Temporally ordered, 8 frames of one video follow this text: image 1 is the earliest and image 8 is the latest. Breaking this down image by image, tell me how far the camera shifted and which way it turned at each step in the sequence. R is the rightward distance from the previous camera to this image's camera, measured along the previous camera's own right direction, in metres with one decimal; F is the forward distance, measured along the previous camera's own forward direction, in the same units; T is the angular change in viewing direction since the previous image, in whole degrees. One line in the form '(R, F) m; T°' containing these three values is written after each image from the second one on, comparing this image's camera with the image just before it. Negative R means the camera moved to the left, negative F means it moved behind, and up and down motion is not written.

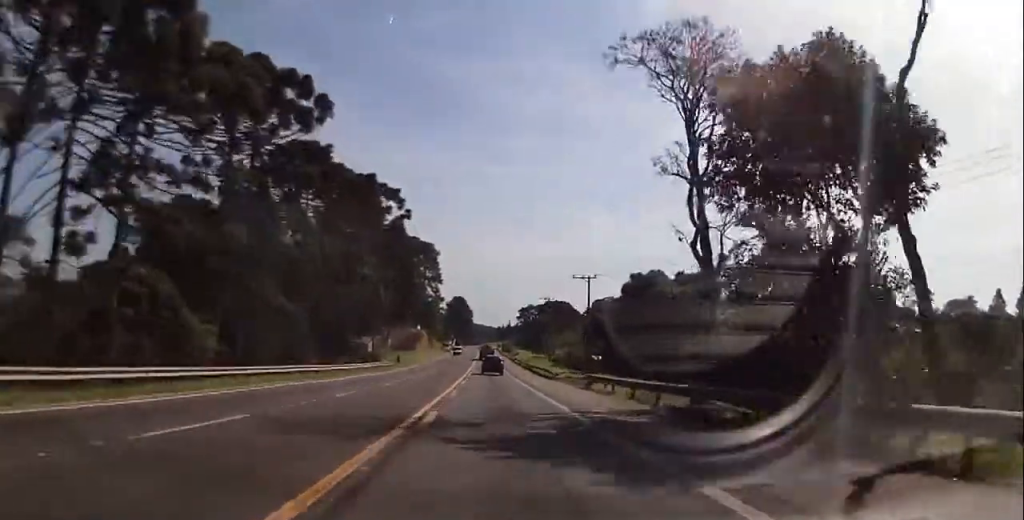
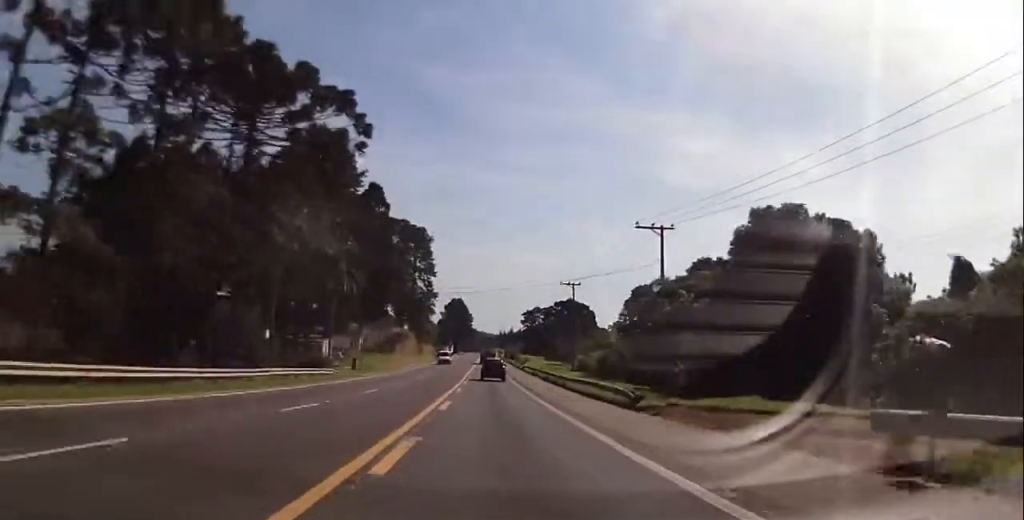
(+0.1, +26.7) m; 0°
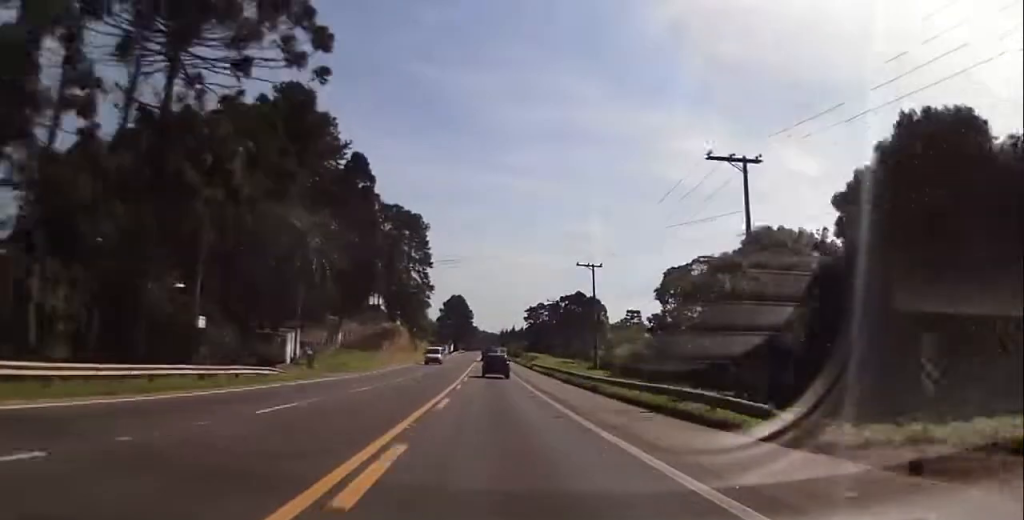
(0.0, +12.9) m; 0°
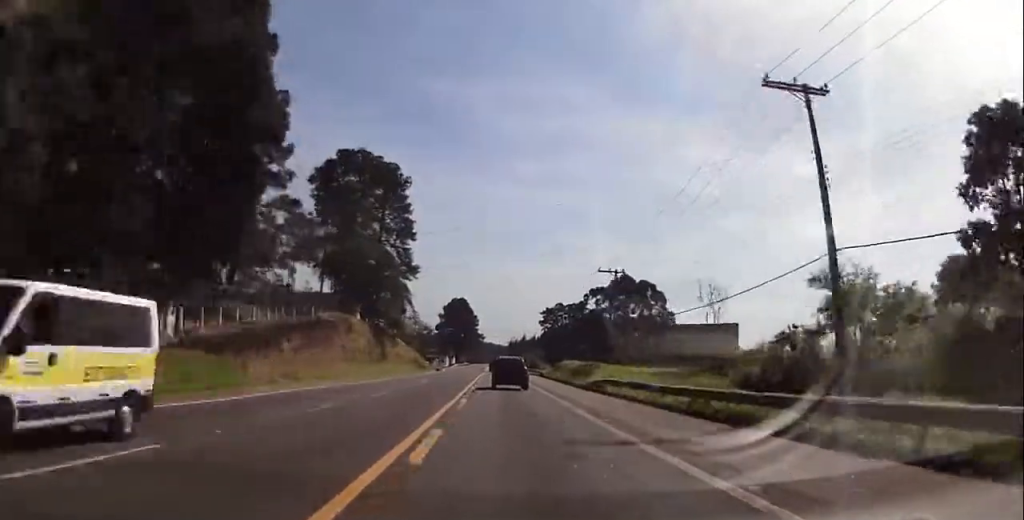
(-0.5, +43.2) m; -1°
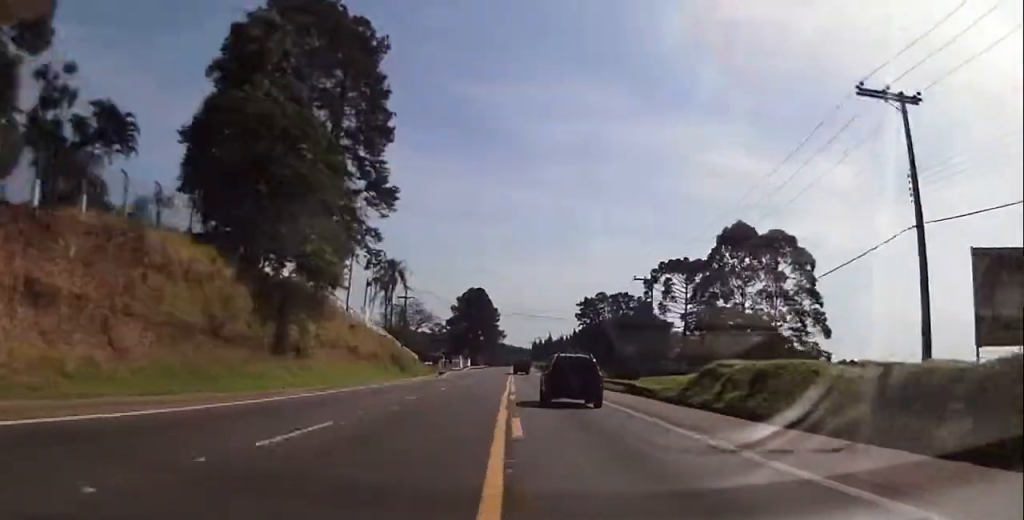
(-0.2, +42.9) m; 0°
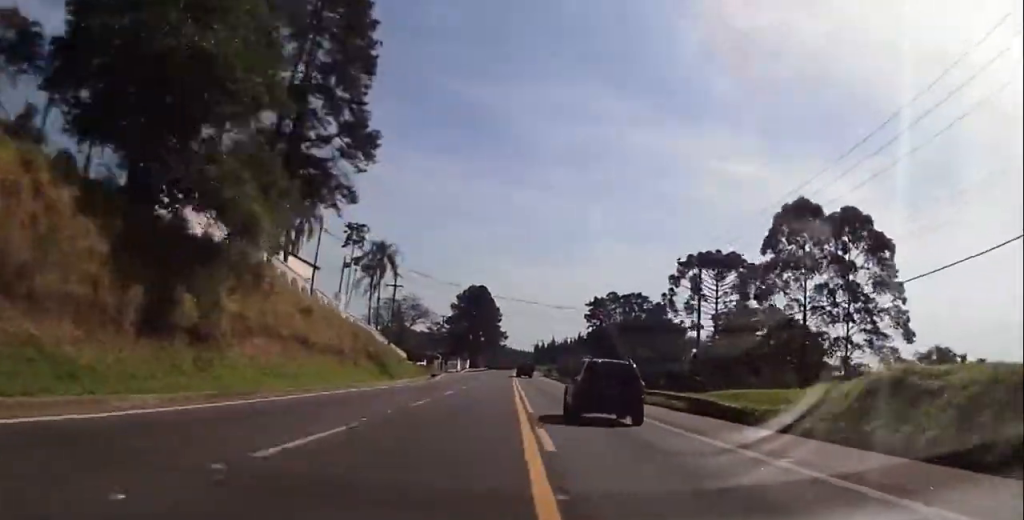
(0.0, +13.2) m; 0°
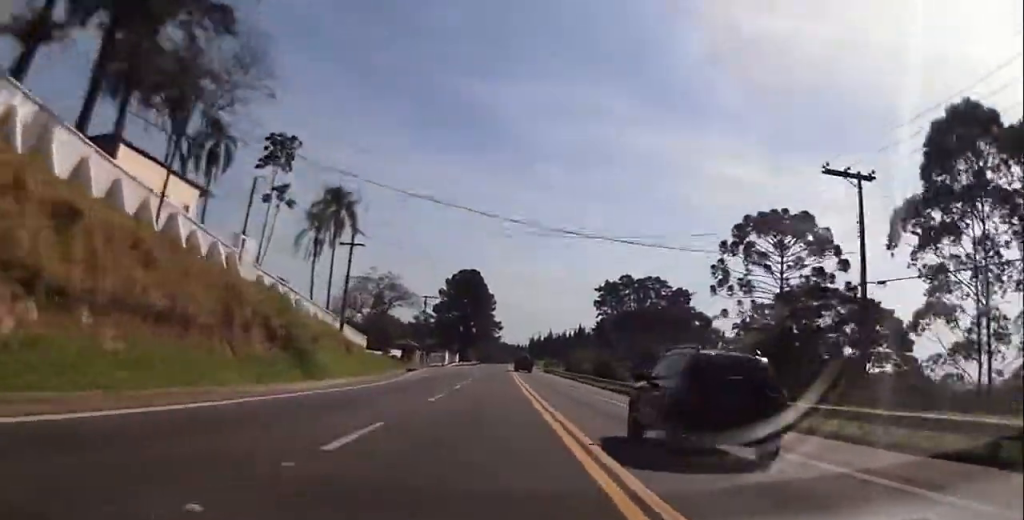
(-0.1, +22.7) m; 0°
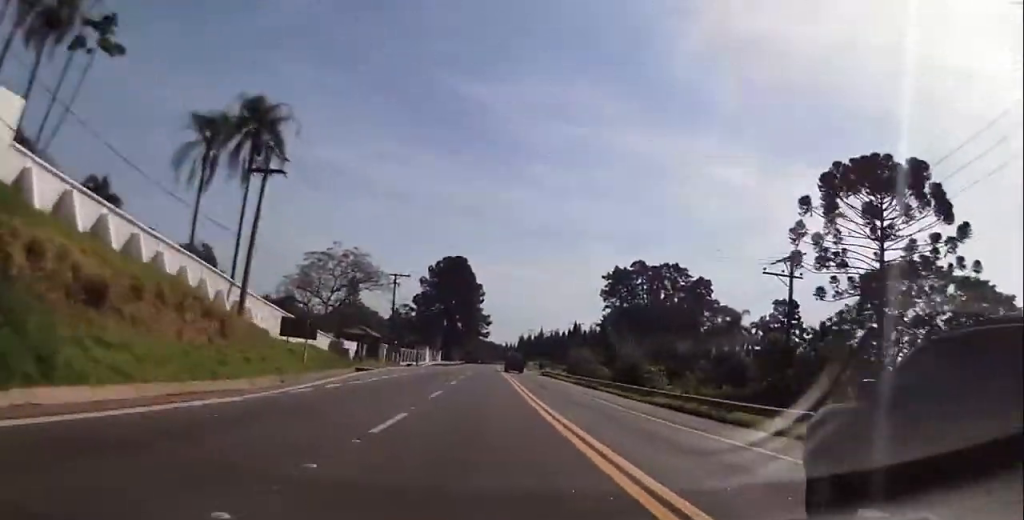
(-0.2, +21.0) m; 0°
